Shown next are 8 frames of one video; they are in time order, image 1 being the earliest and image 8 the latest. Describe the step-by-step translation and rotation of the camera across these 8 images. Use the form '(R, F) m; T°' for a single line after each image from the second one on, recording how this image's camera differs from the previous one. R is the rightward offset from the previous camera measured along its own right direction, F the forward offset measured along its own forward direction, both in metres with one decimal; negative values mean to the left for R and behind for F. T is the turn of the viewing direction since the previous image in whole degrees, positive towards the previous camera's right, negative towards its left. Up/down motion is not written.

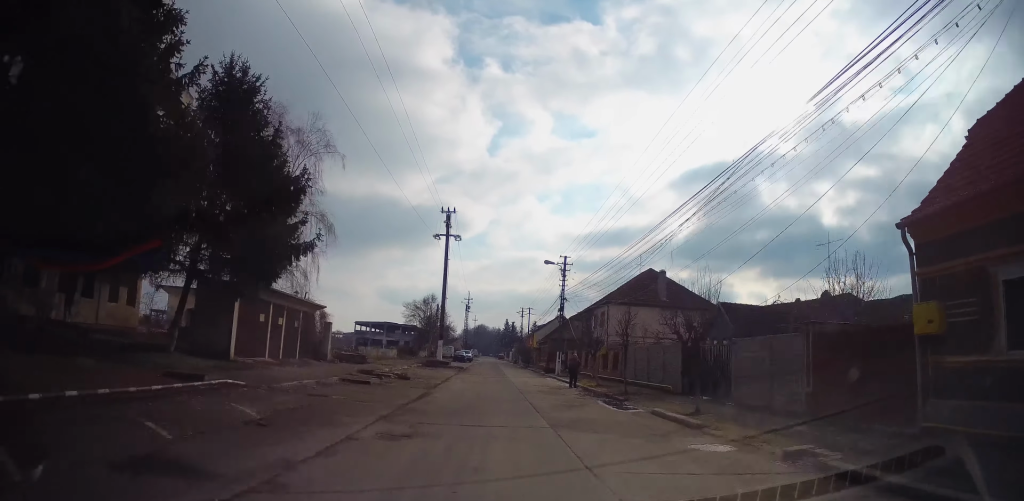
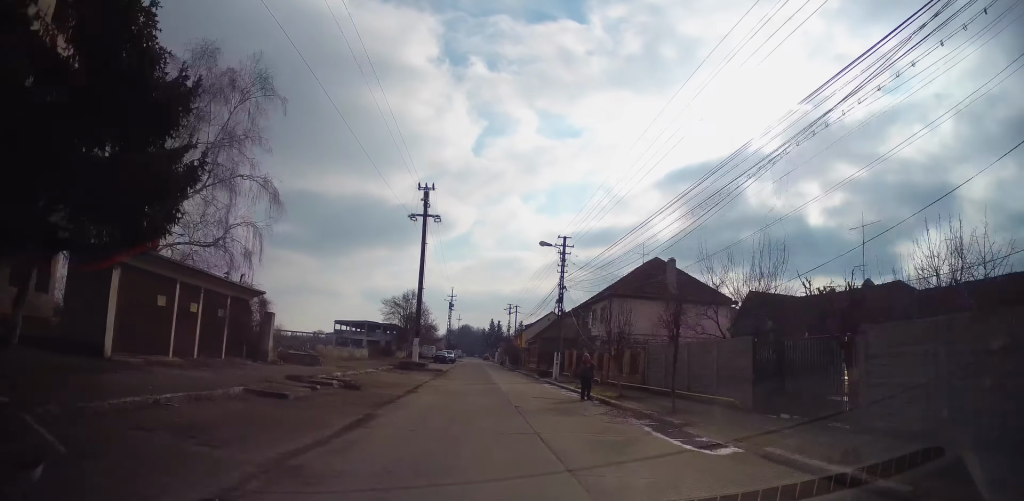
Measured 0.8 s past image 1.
(0.0, +6.5) m; +2°
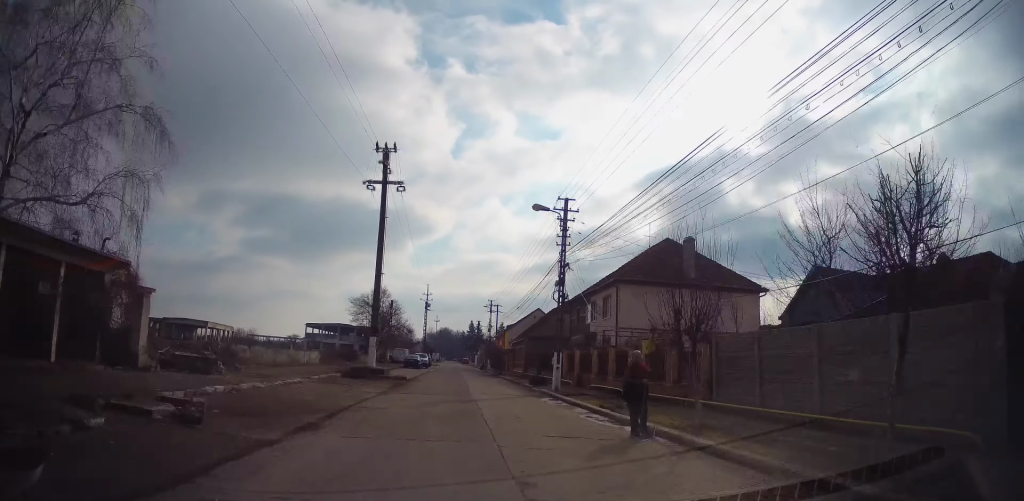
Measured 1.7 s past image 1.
(+0.3, +8.3) m; +3°
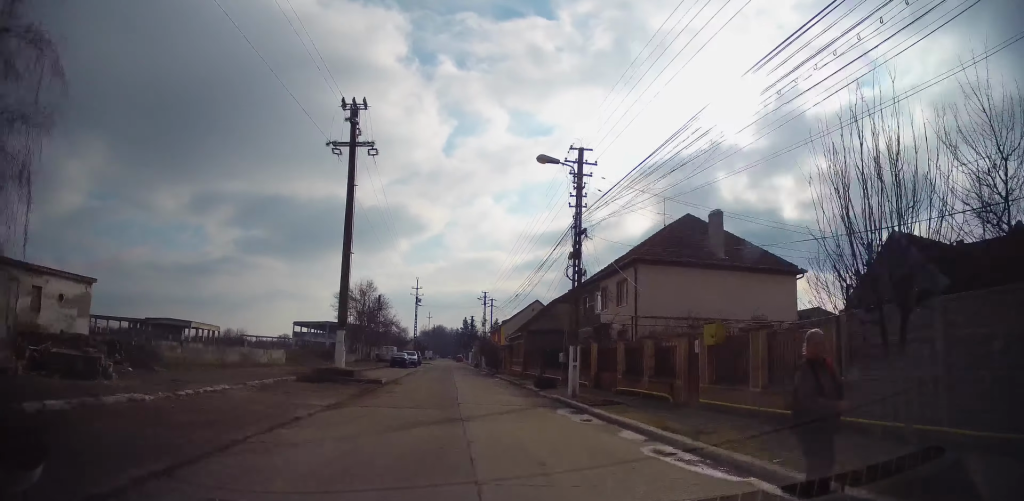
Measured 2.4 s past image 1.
(+0.1, +5.5) m; +1°
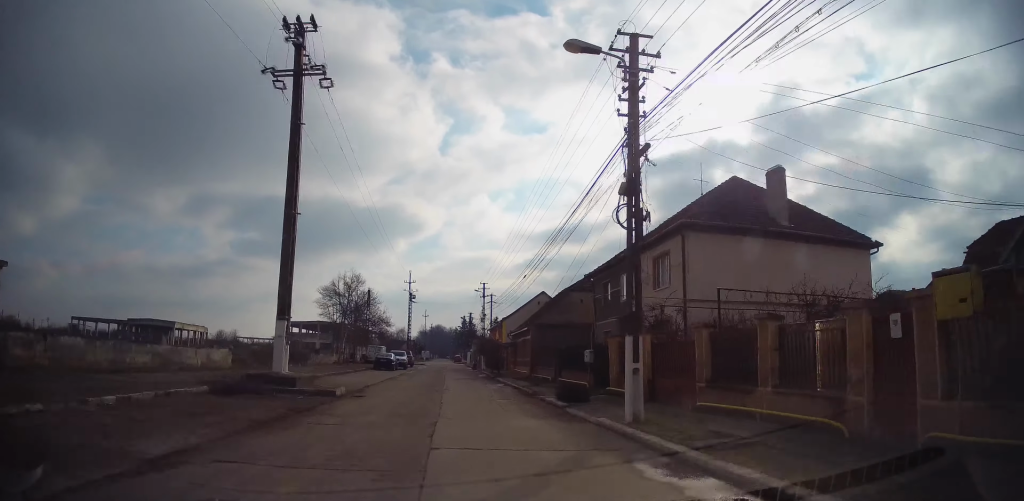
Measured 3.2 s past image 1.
(0.0, +7.0) m; 0°
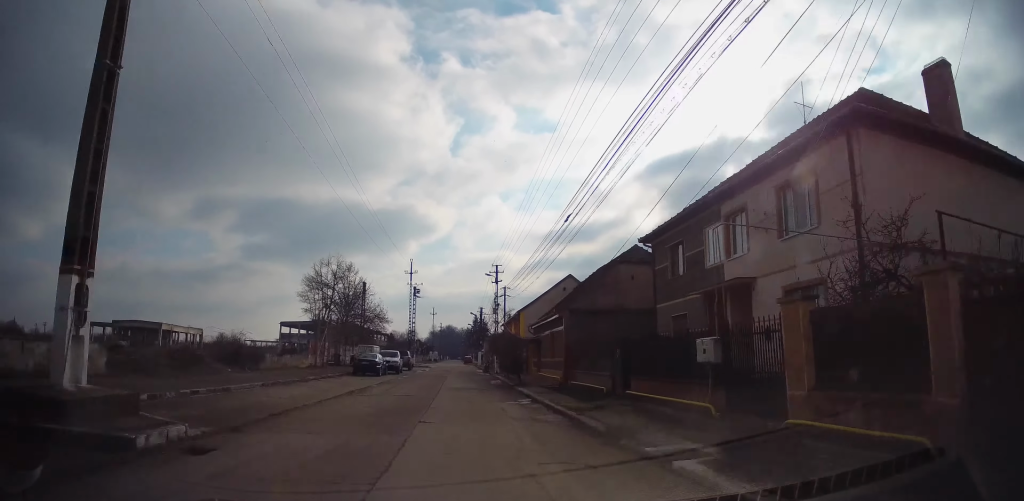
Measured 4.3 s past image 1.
(0.0, +10.2) m; -1°
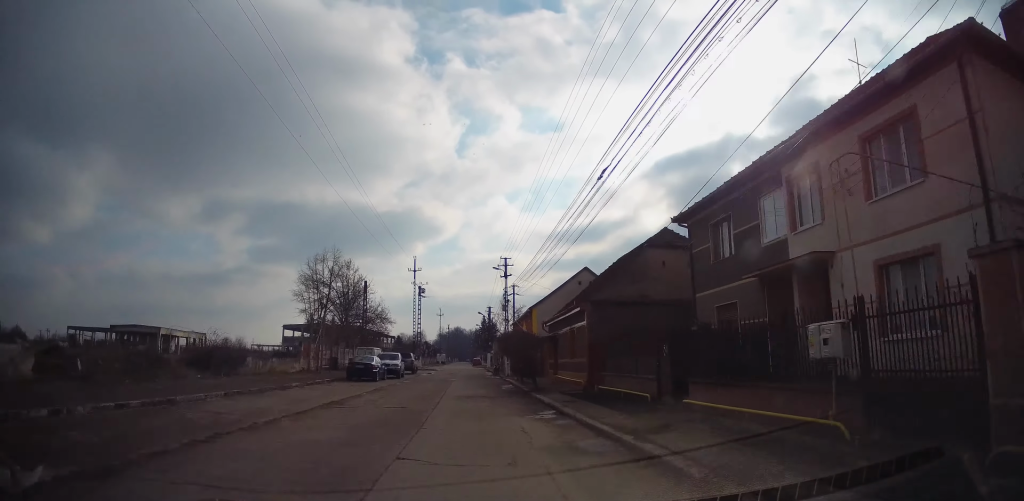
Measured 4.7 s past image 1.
(0.0, +3.7) m; -1°
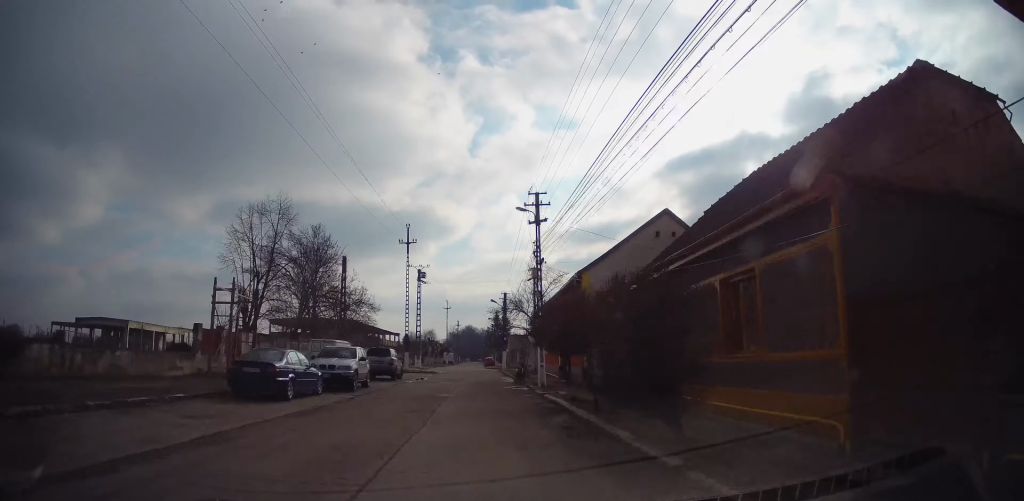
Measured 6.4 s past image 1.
(-0.3, +15.6) m; -1°
